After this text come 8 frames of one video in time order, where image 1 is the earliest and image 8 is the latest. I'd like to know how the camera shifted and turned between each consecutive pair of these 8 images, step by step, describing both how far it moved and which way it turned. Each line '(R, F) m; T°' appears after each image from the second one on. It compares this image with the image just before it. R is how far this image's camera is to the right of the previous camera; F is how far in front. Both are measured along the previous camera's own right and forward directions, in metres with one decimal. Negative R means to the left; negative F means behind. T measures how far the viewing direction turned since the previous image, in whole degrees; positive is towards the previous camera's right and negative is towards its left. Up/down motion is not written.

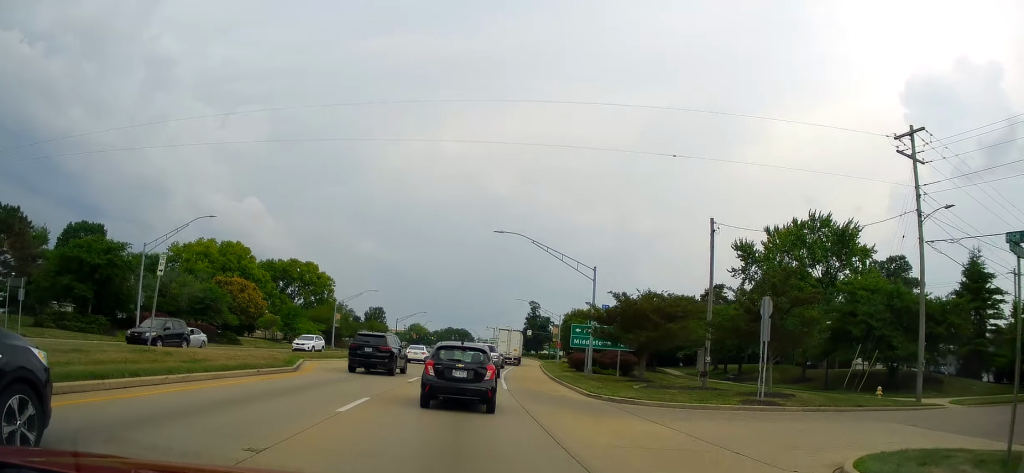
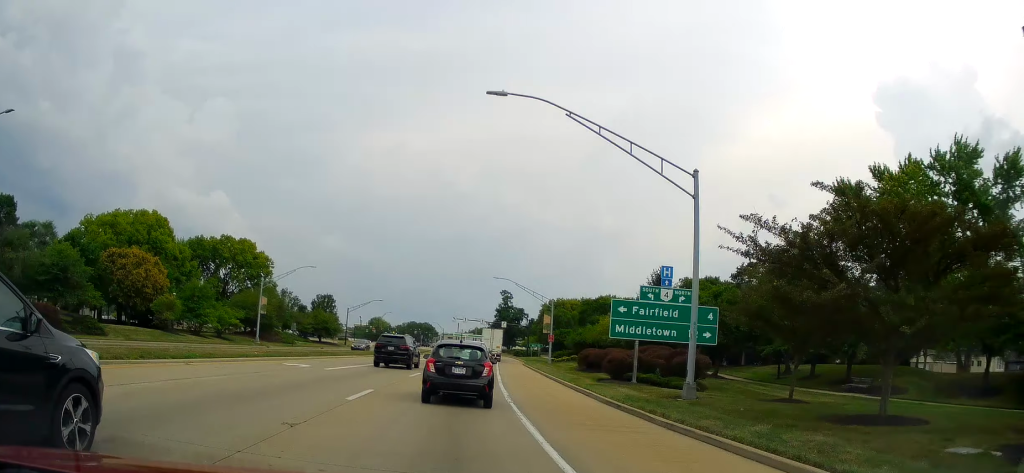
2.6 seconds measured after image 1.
(+1.3, +20.6) m; +11°
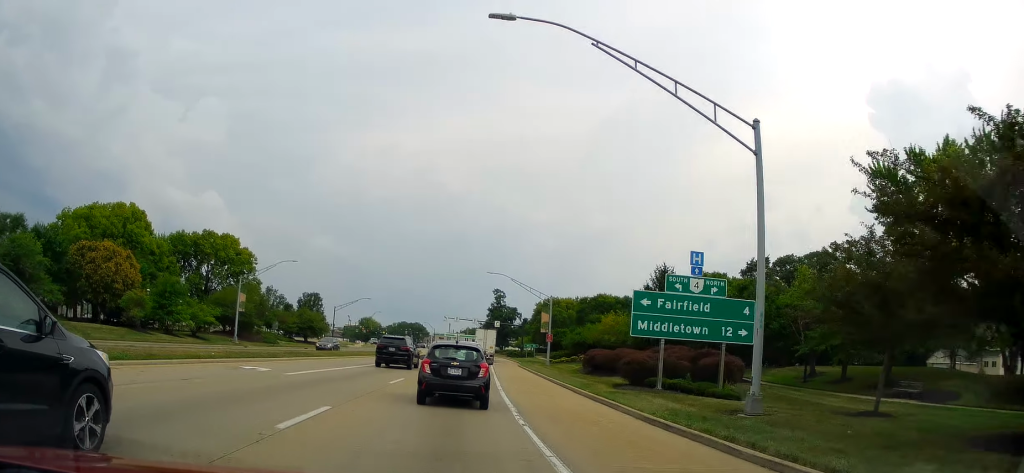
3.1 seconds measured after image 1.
(+0.1, +4.9) m; +2°
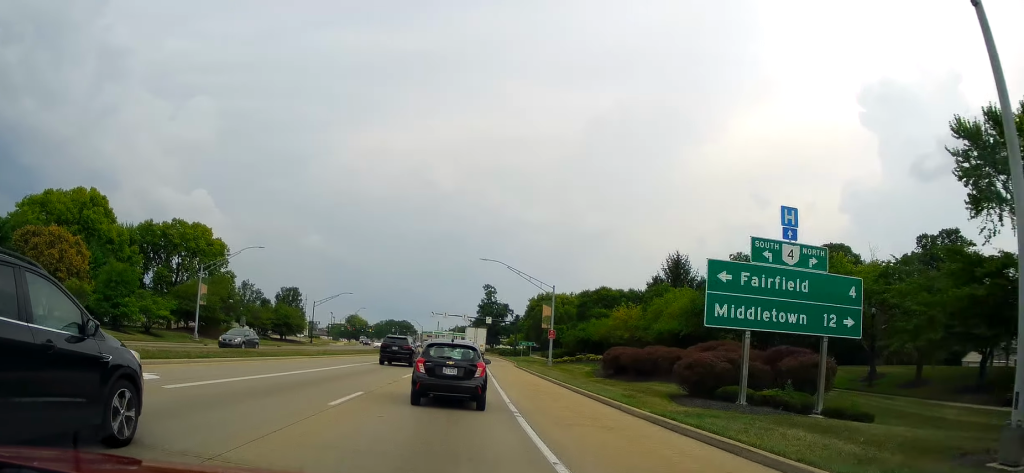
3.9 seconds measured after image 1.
(+0.2, +8.3) m; +2°
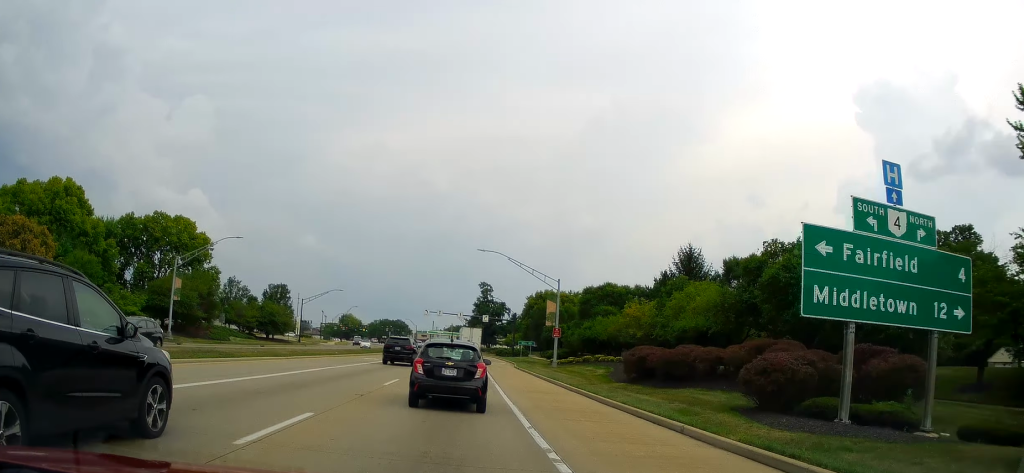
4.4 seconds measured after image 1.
(+0.1, +5.2) m; +1°
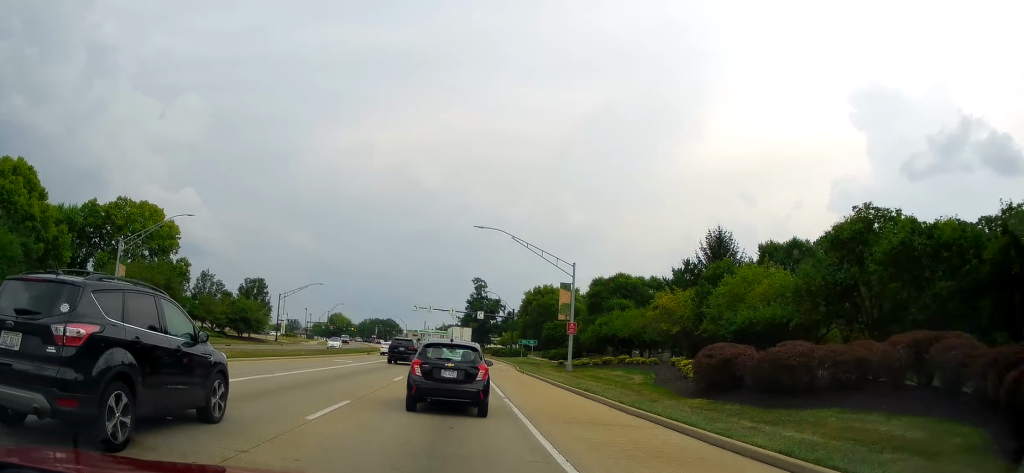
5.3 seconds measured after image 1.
(0.0, +9.8) m; 0°
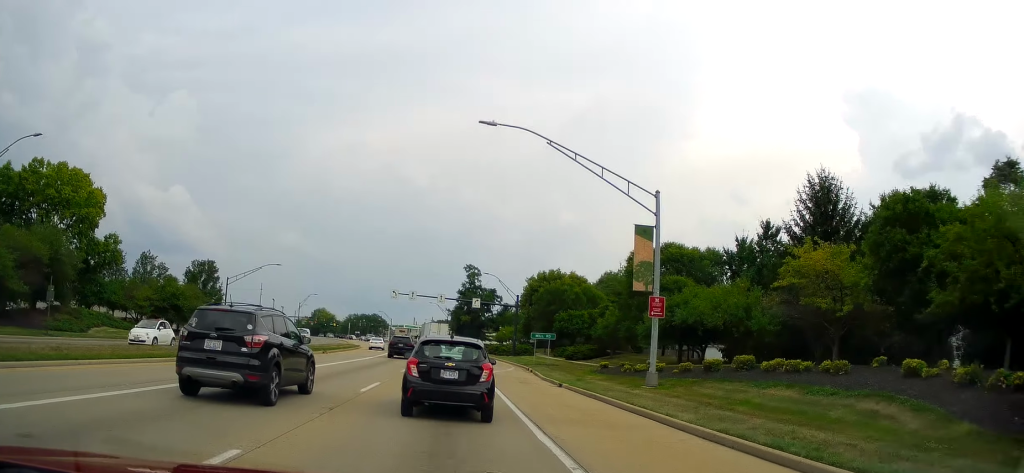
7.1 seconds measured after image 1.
(0.0, +19.9) m; +1°
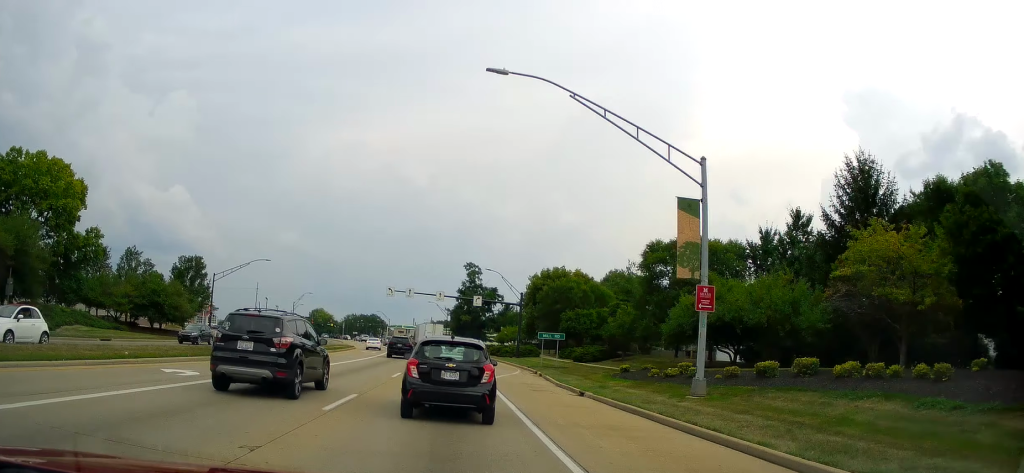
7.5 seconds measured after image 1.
(-0.1, +4.8) m; +1°
